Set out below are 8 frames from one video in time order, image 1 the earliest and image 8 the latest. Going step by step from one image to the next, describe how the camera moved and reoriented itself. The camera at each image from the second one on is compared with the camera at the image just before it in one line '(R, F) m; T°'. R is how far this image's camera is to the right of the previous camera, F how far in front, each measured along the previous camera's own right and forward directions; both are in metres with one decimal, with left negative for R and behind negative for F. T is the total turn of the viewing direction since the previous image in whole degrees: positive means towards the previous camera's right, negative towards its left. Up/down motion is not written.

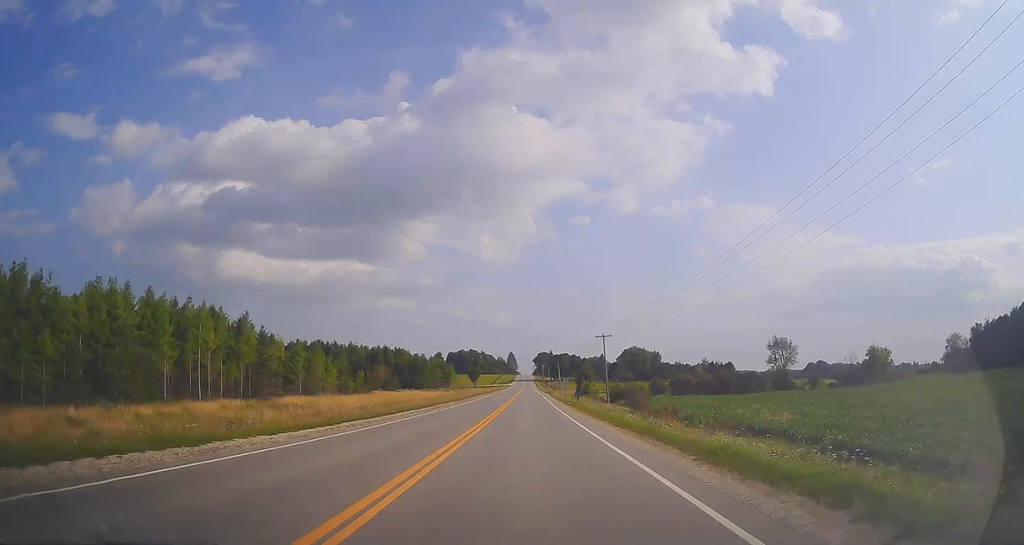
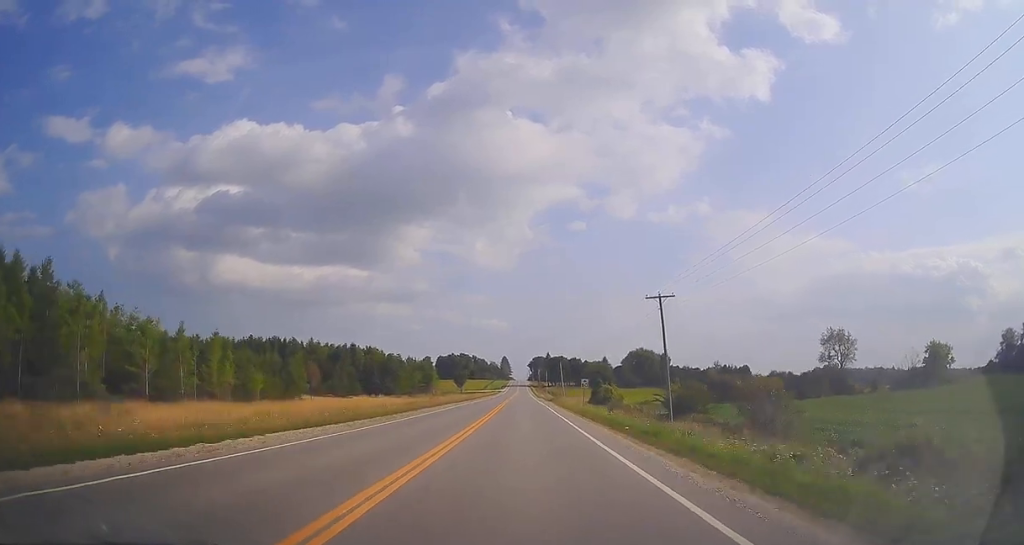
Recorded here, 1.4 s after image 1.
(+0.3, +32.2) m; 0°
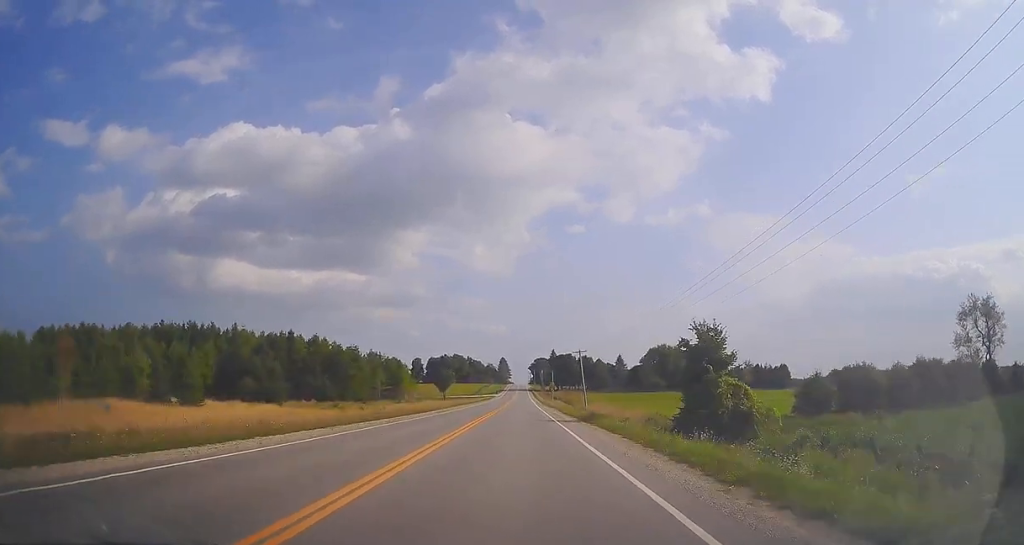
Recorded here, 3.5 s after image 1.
(-0.2, +43.9) m; 0°
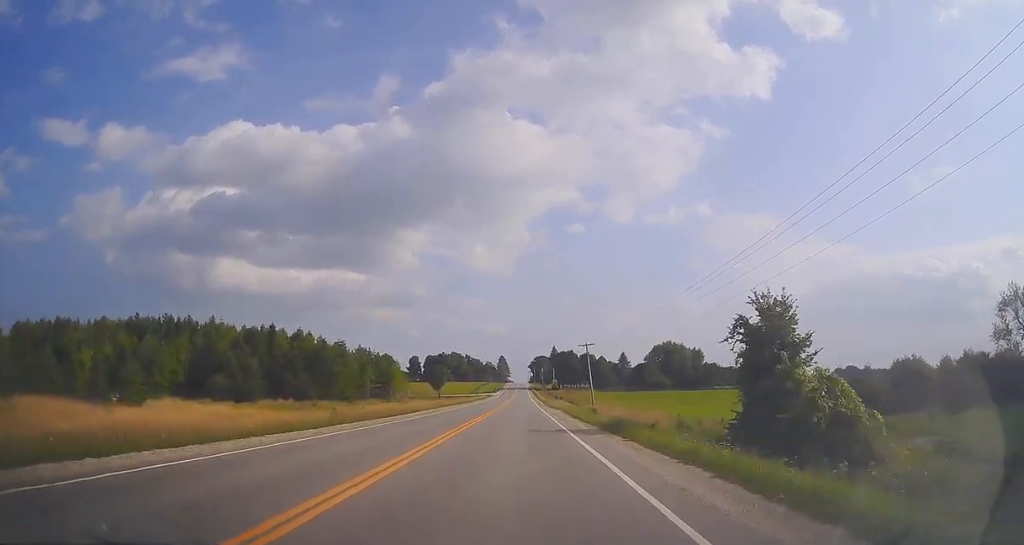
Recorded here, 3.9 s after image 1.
(0.0, +8.9) m; 0°
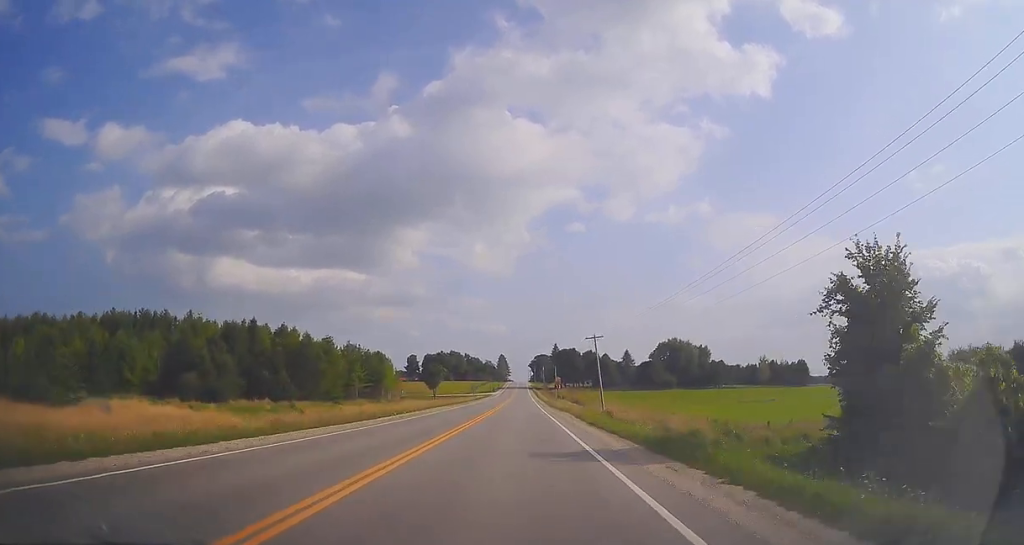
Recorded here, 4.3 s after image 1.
(-0.1, +8.2) m; 0°
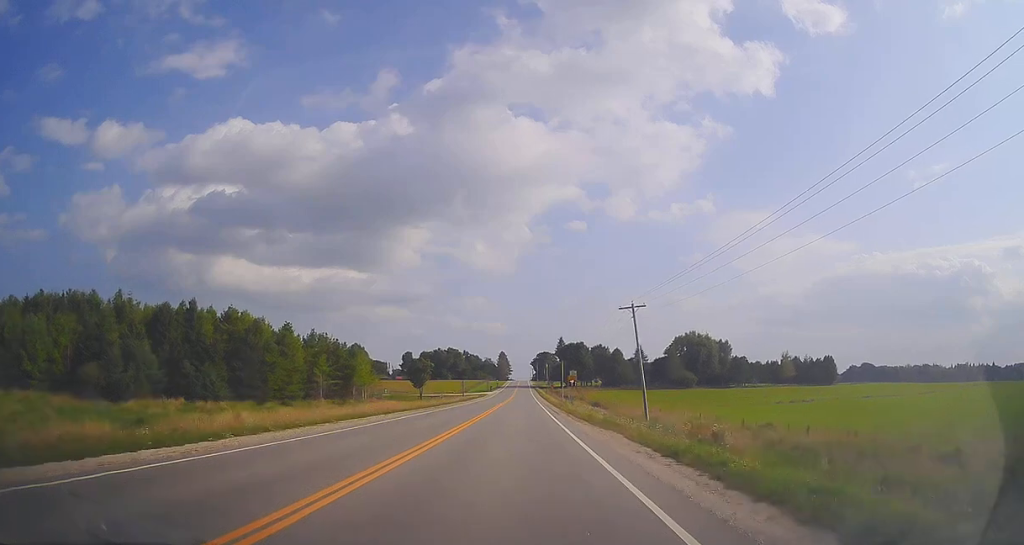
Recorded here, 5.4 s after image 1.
(+0.2, +21.4) m; 0°
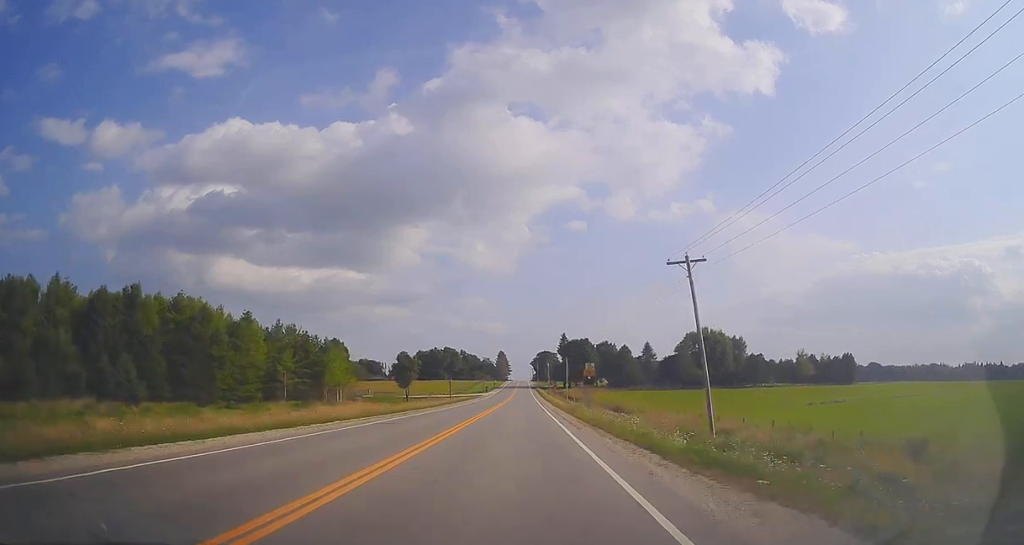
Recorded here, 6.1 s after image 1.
(-0.3, +13.6) m; -1°
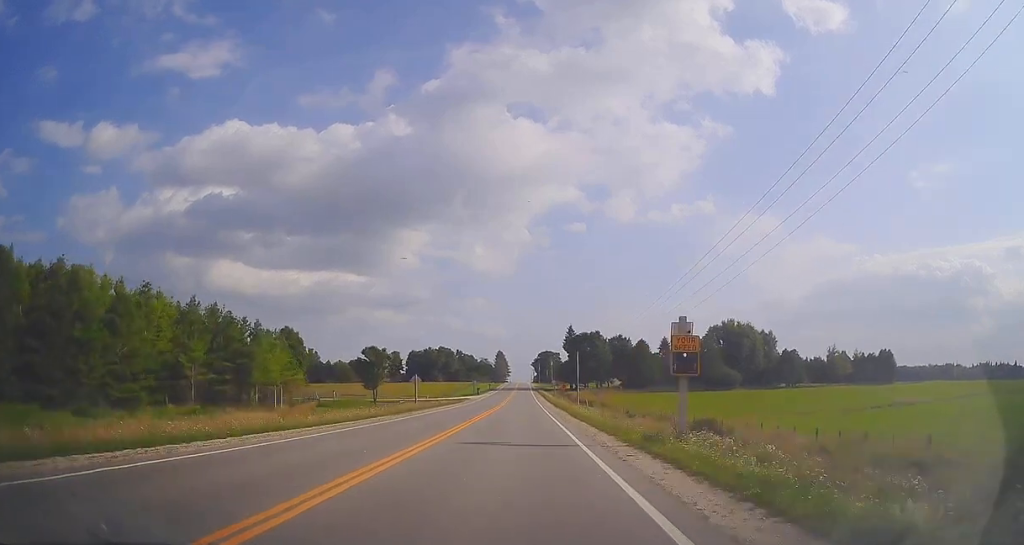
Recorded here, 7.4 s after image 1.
(-0.1, +24.1) m; 0°
